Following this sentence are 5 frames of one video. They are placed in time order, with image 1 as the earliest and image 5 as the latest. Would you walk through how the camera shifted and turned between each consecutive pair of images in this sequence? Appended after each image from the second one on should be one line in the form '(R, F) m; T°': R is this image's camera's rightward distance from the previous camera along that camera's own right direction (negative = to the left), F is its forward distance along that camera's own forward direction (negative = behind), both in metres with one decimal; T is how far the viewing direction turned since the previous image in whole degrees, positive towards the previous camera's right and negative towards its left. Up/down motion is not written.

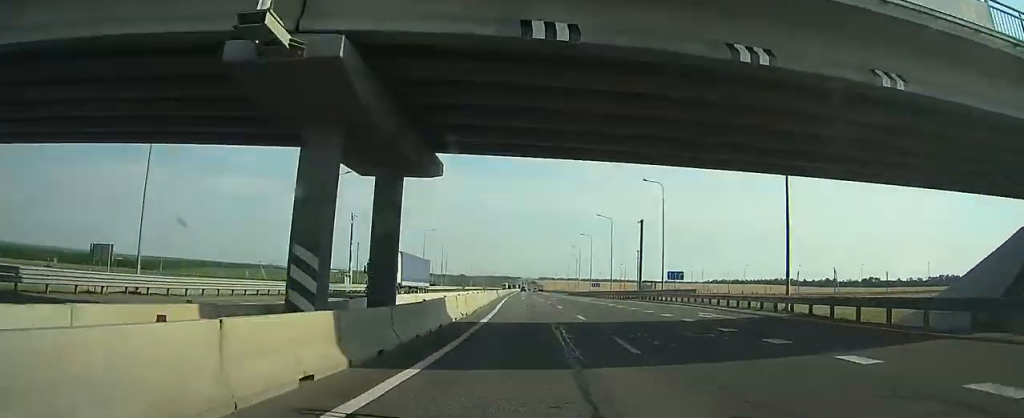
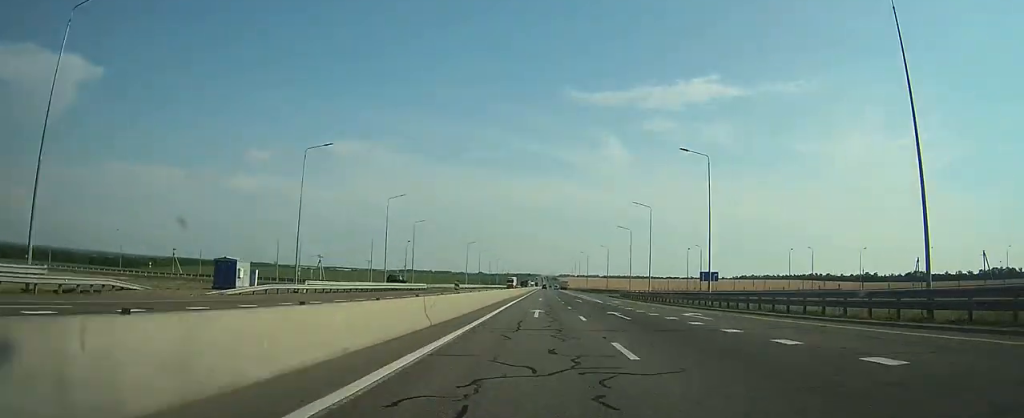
(-1.6, +71.6) m; -2°
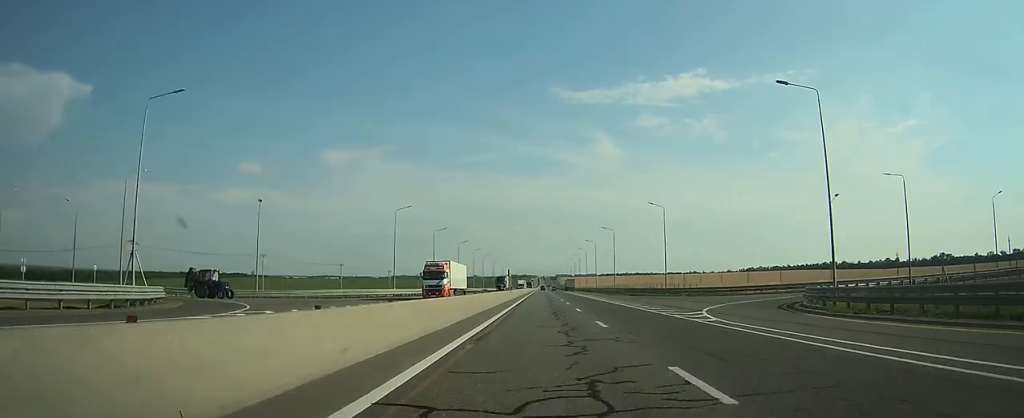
(-0.2, +75.2) m; 0°
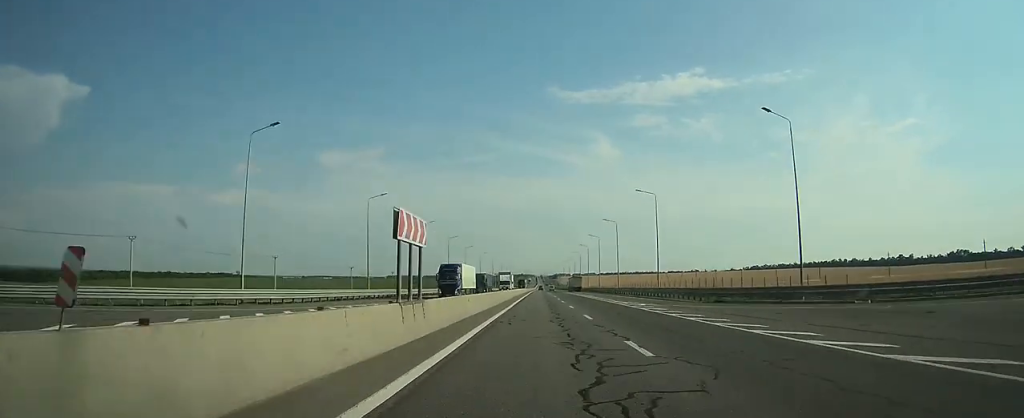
(-0.1, +43.1) m; 0°
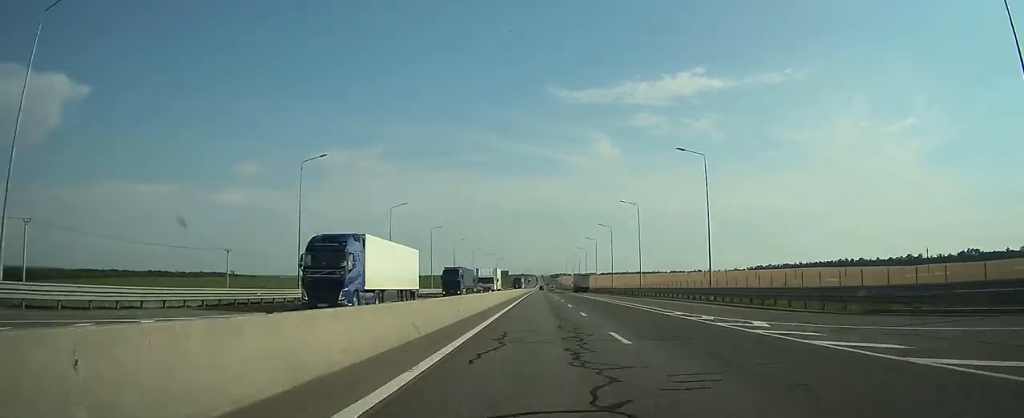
(0.0, +21.2) m; 0°
